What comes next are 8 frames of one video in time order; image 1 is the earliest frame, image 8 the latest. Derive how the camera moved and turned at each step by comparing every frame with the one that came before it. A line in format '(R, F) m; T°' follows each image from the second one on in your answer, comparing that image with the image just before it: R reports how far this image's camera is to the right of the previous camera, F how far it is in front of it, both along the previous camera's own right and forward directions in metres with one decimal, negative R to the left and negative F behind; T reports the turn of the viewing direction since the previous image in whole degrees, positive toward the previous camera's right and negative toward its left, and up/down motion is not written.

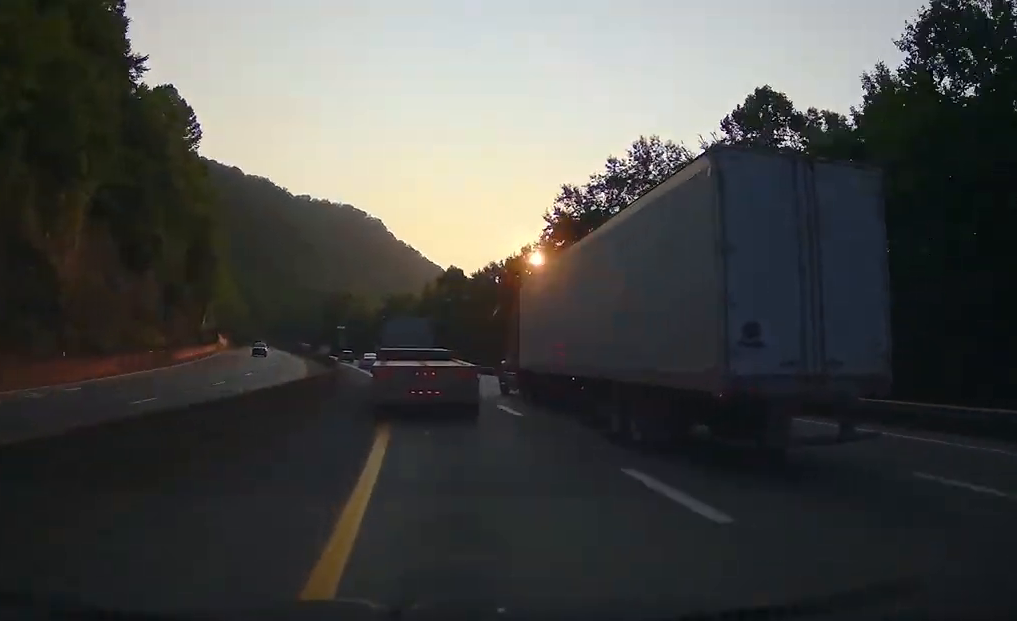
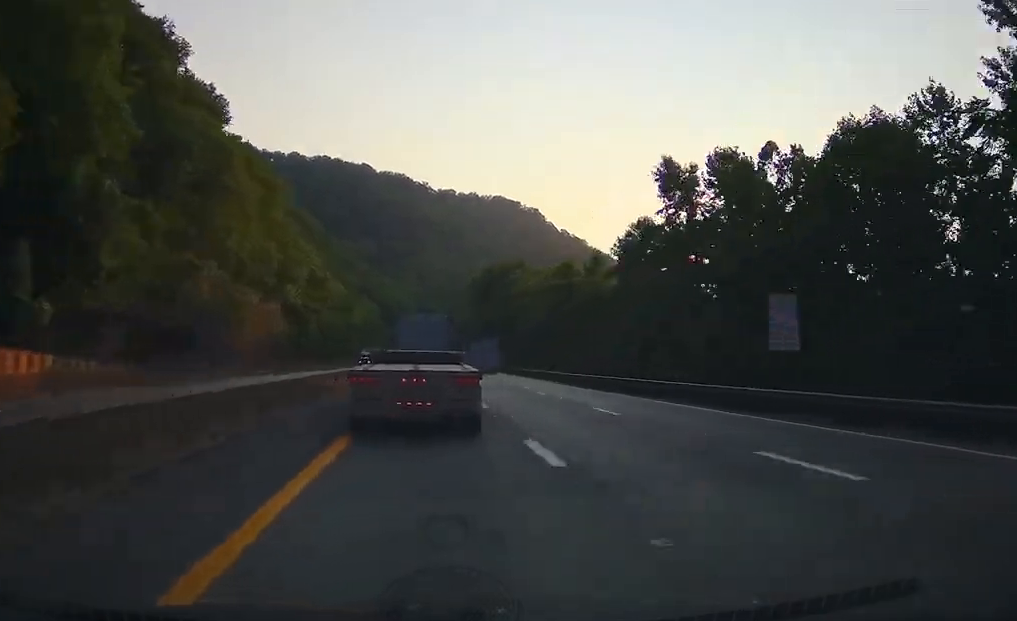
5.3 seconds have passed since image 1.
(-12.4, +117.9) m; -8°
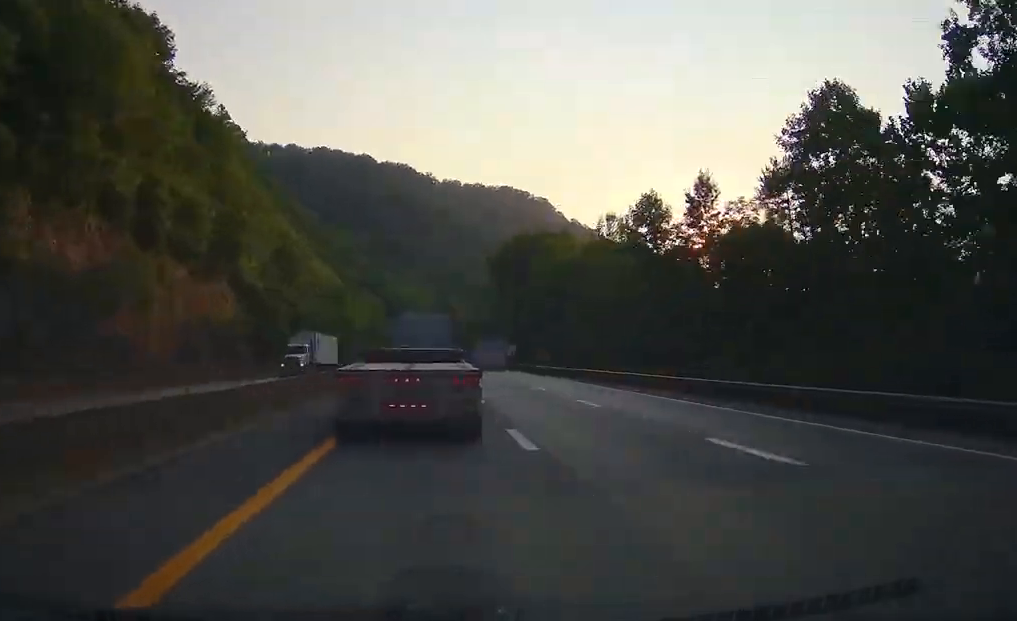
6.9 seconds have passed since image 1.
(-0.7, +35.3) m; -1°
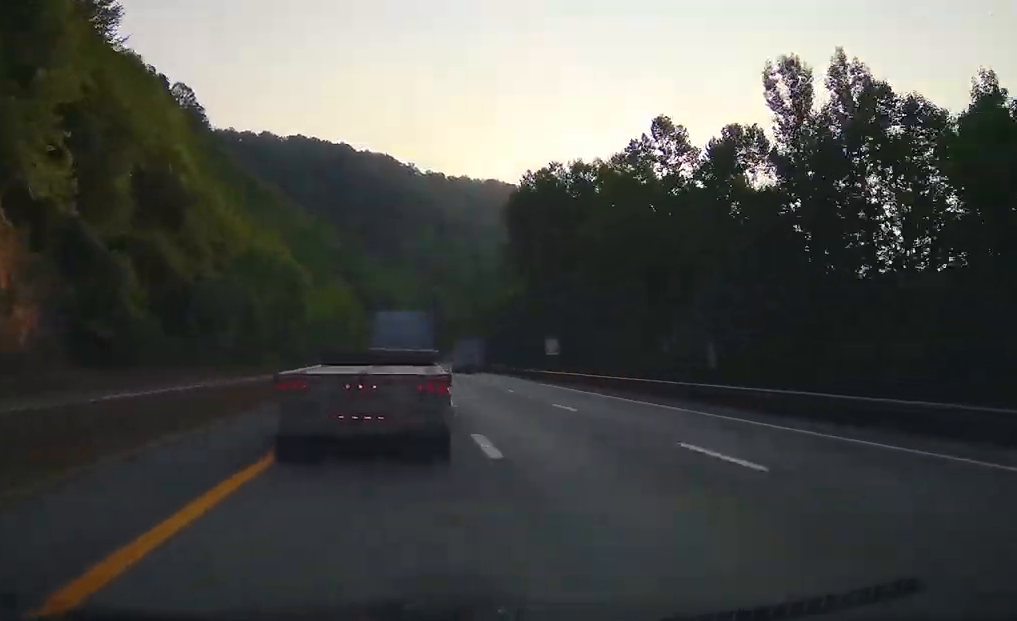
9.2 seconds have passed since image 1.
(-0.1, +47.3) m; 0°
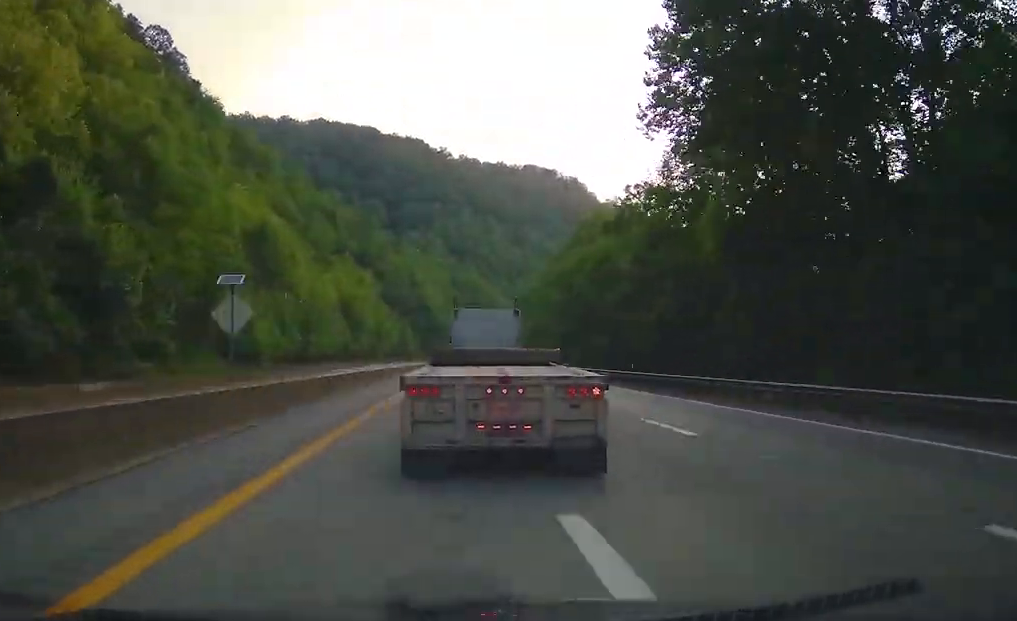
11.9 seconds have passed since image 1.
(0.0, +58.5) m; +1°
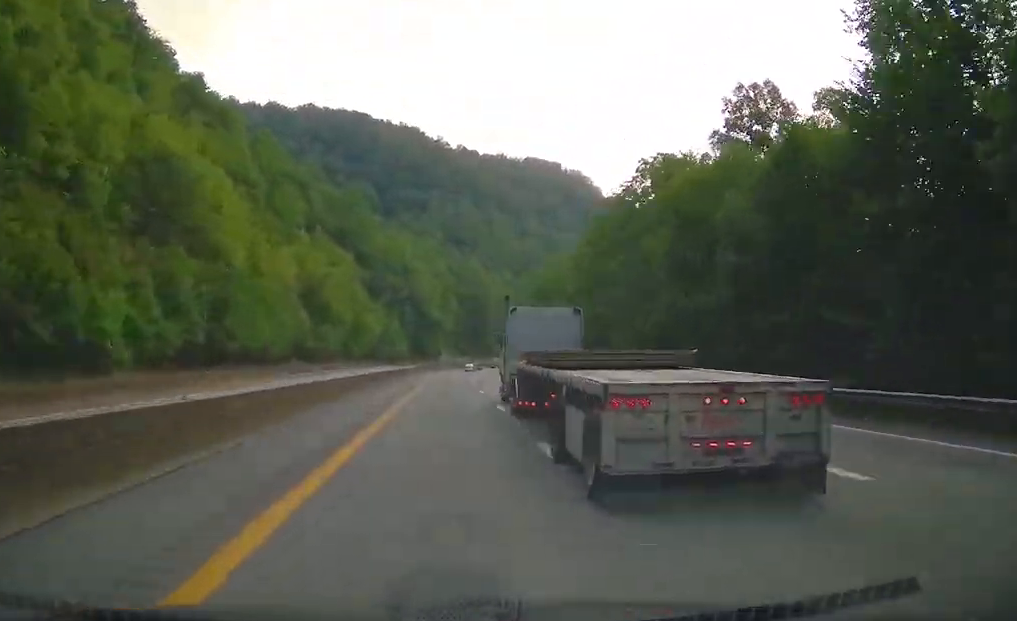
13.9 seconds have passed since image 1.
(-0.3, +48.3) m; +1°
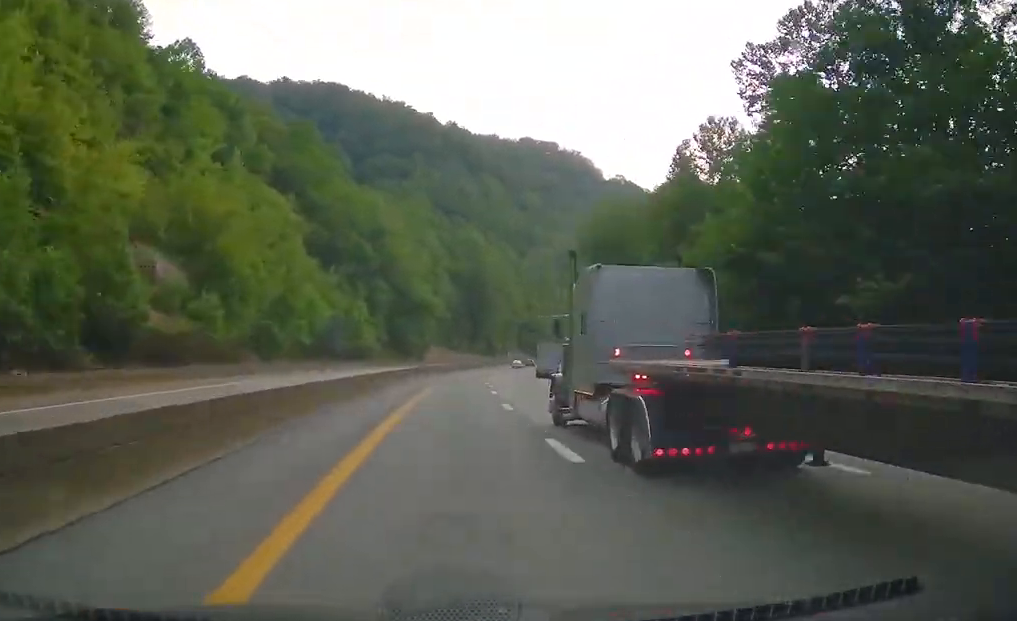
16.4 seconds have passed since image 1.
(+1.2, +64.1) m; +4°
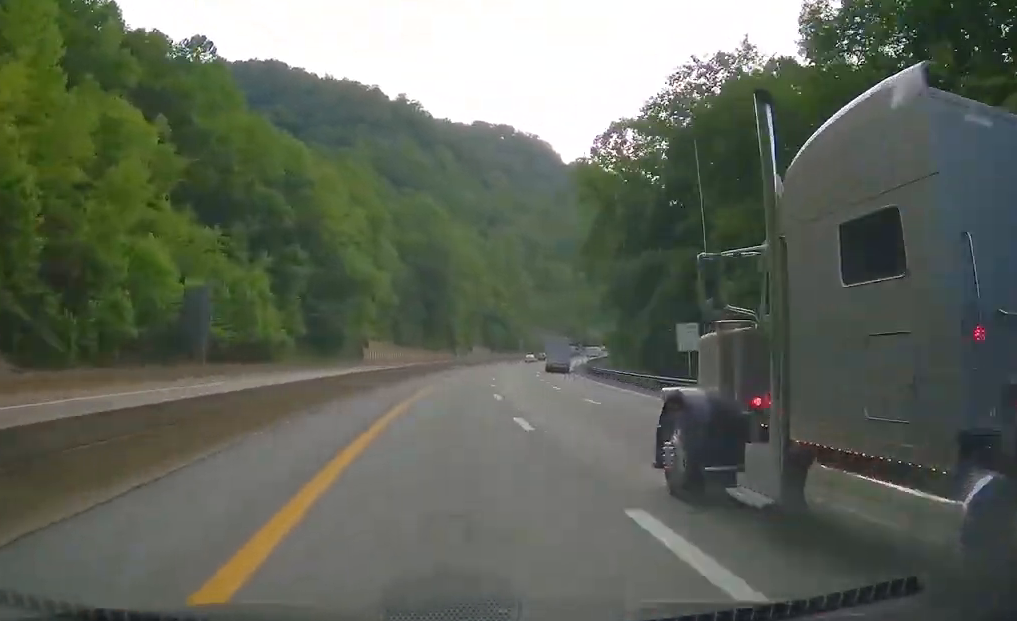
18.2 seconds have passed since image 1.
(-1.0, +45.4) m; +4°
